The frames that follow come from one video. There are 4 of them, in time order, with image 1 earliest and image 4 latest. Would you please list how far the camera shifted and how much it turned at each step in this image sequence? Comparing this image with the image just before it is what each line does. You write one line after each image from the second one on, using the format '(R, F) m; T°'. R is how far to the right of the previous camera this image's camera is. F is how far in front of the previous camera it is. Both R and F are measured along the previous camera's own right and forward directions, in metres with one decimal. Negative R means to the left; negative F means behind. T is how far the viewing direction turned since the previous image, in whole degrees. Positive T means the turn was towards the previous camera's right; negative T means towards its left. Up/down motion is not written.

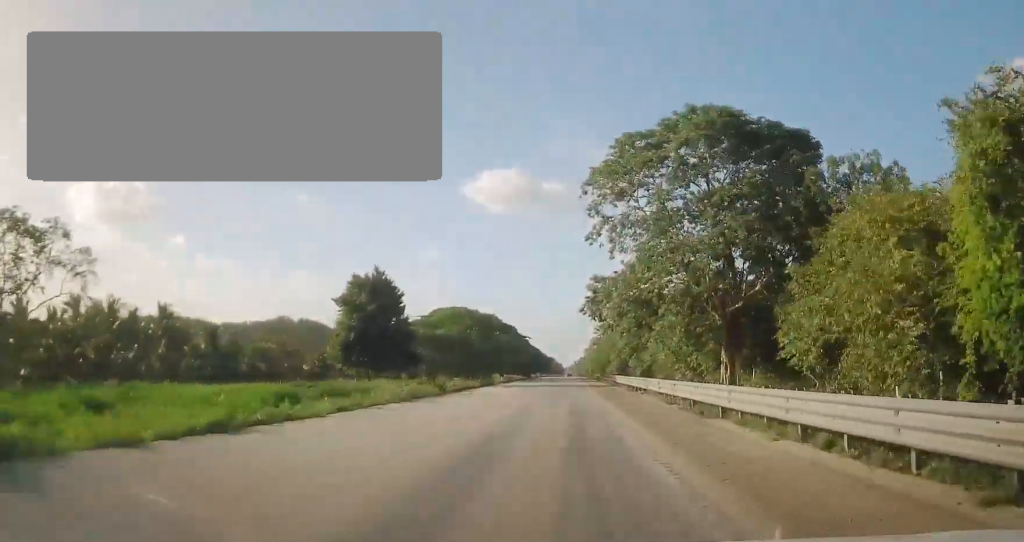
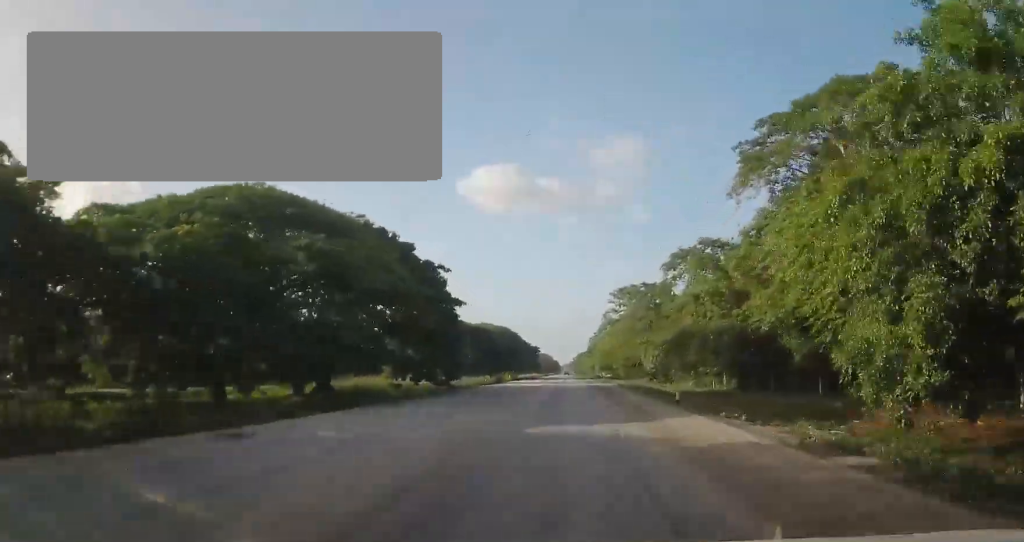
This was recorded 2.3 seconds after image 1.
(-1.1, +69.5) m; 0°
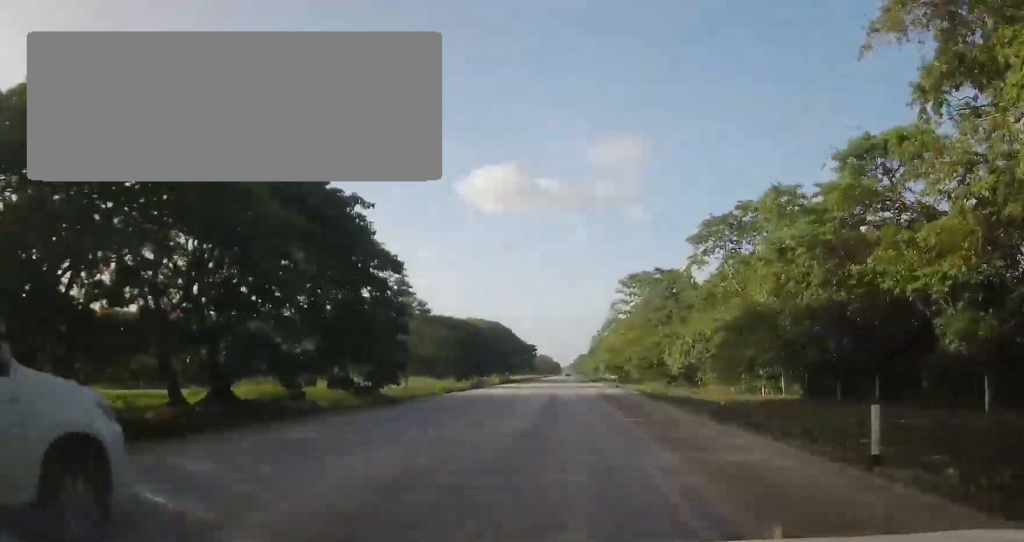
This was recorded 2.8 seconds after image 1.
(+0.3, +14.4) m; 0°
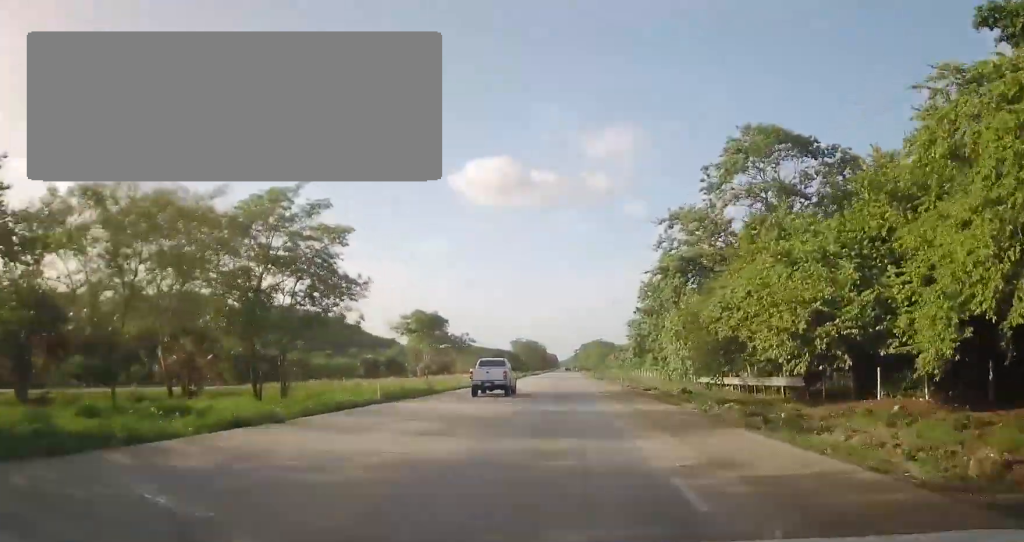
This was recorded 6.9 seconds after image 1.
(-0.7, +121.5) m; 0°
